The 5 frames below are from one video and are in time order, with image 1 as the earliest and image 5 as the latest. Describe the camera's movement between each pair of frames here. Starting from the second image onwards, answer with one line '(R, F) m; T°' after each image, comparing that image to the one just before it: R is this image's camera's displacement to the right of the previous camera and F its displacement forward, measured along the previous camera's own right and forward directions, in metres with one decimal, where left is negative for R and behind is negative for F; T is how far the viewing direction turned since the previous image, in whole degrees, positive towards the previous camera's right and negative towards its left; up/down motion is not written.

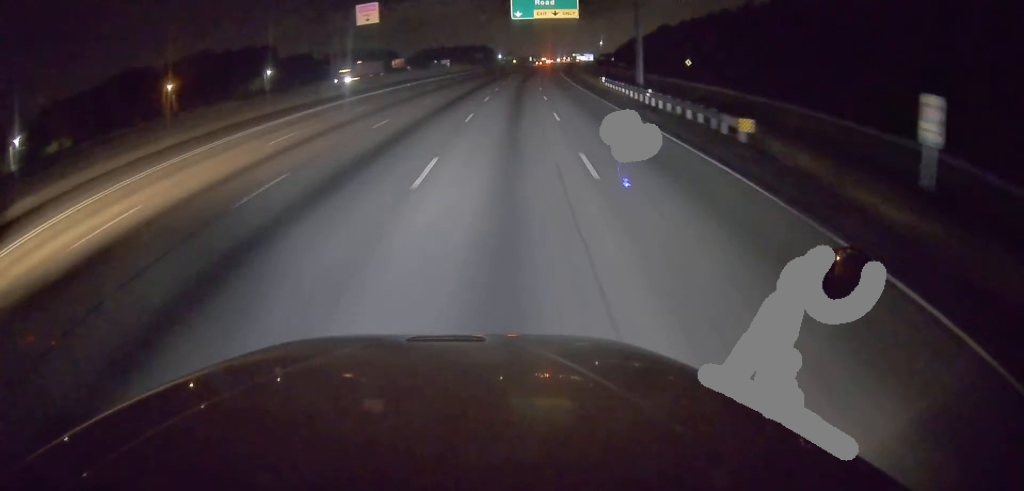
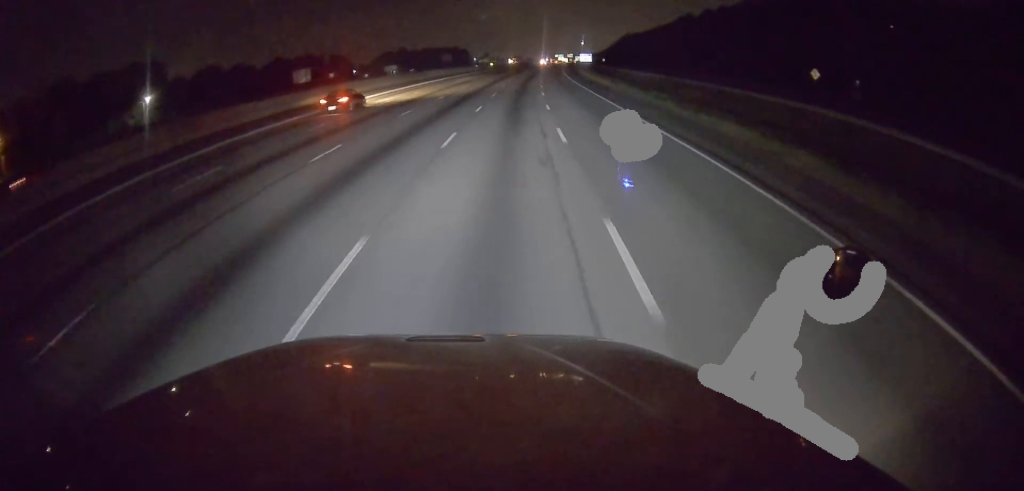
(+3.5, +78.6) m; +3°
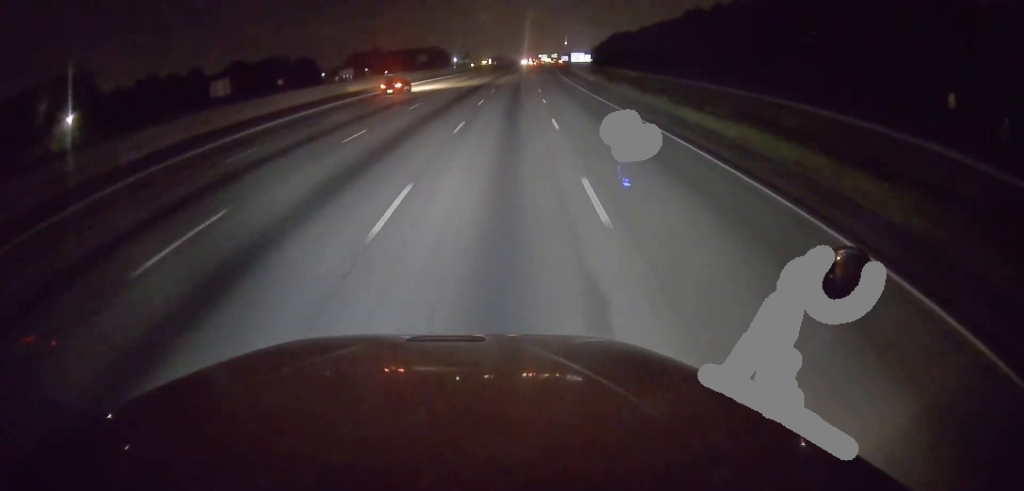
(-0.5, +31.9) m; +1°
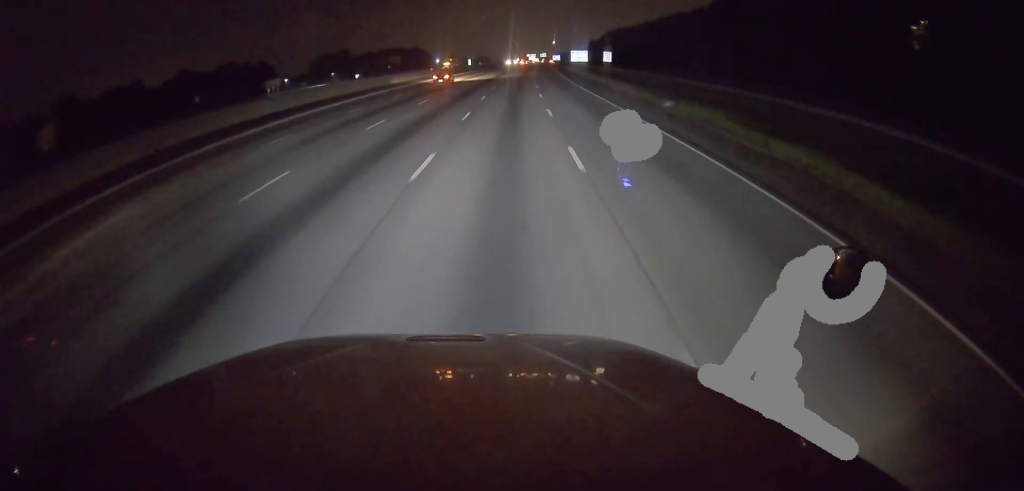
(+1.1, +43.9) m; +2°
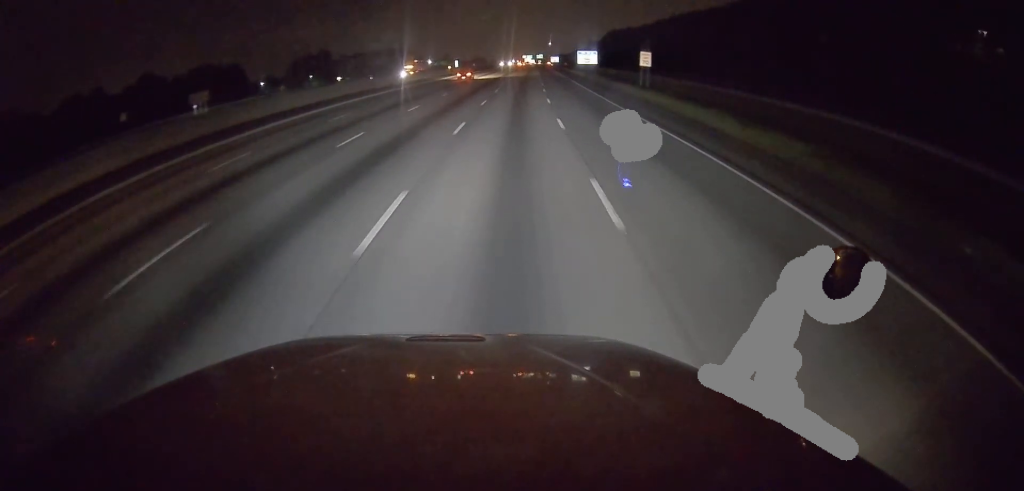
(+0.4, +28.3) m; +1°
